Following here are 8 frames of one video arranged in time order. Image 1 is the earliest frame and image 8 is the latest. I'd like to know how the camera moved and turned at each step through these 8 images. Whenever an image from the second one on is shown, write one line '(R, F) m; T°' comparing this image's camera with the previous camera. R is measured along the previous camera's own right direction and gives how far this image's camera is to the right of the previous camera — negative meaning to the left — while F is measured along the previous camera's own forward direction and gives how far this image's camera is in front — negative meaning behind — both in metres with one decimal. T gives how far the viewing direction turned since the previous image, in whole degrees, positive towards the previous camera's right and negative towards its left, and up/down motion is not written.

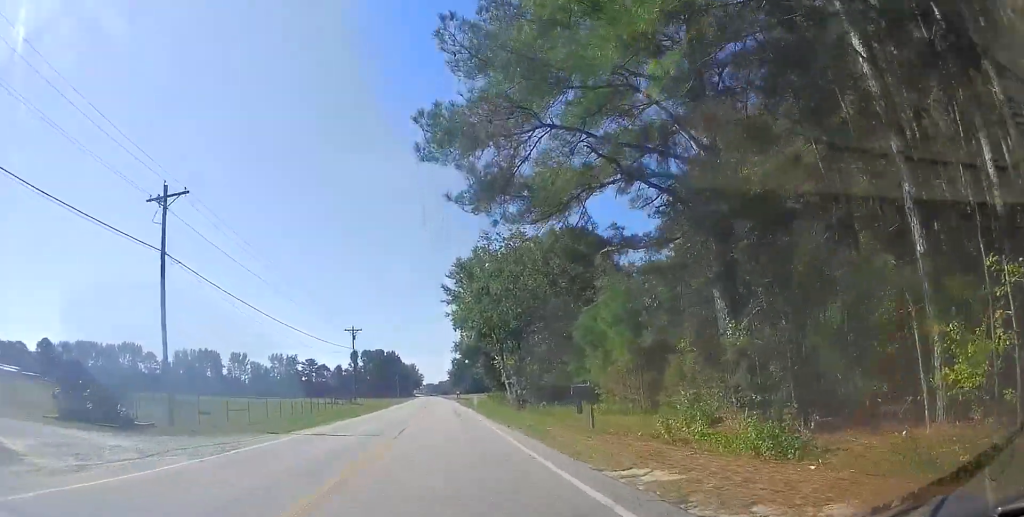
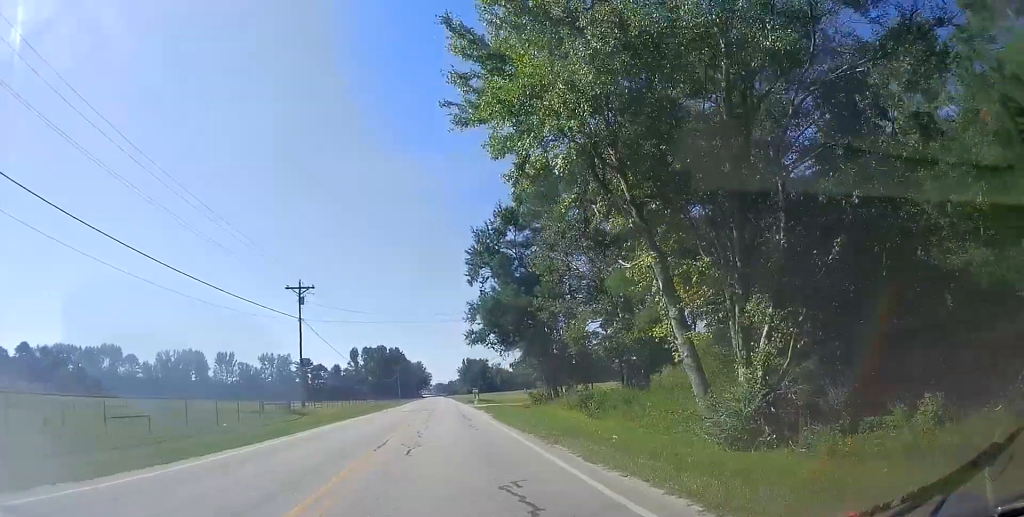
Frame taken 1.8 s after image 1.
(-0.3, +29.3) m; -1°
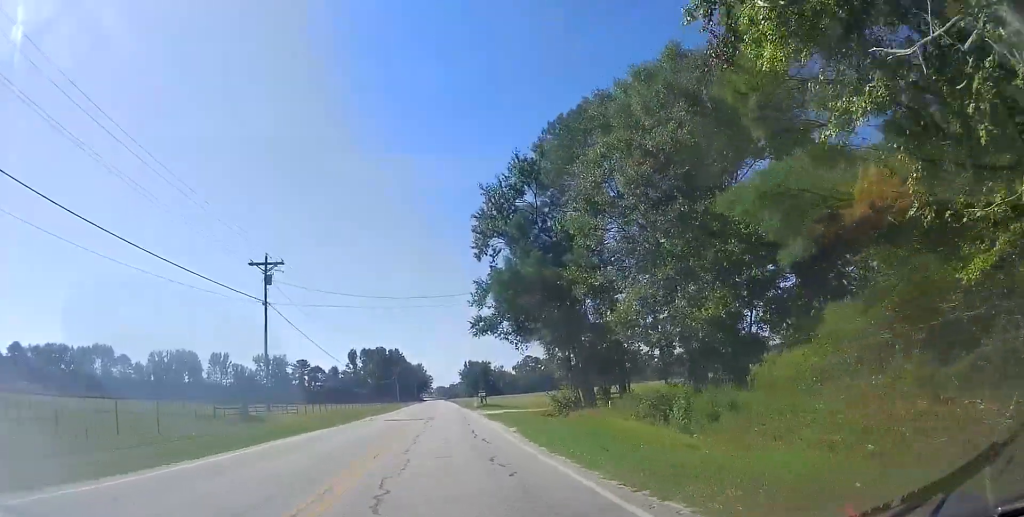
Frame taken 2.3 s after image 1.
(+0.1, +10.1) m; 0°
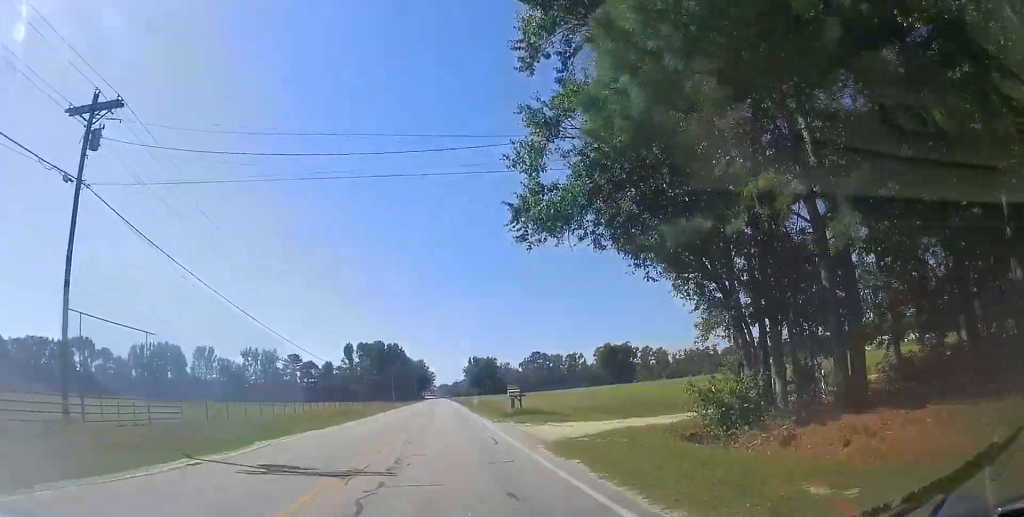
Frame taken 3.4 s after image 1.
(-0.4, +22.3) m; -1°
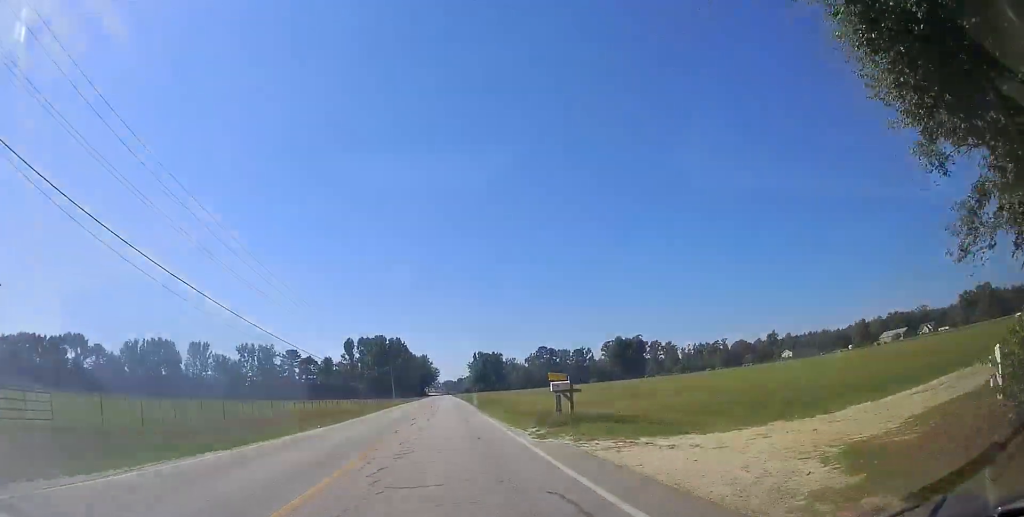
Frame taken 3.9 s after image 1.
(-0.1, +9.5) m; 0°
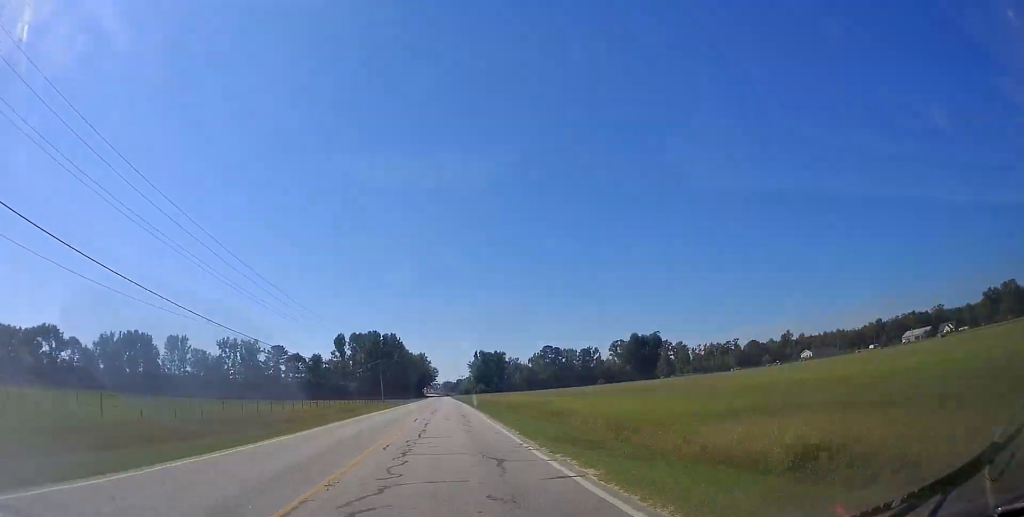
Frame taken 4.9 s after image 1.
(0.0, +19.7) m; +1°
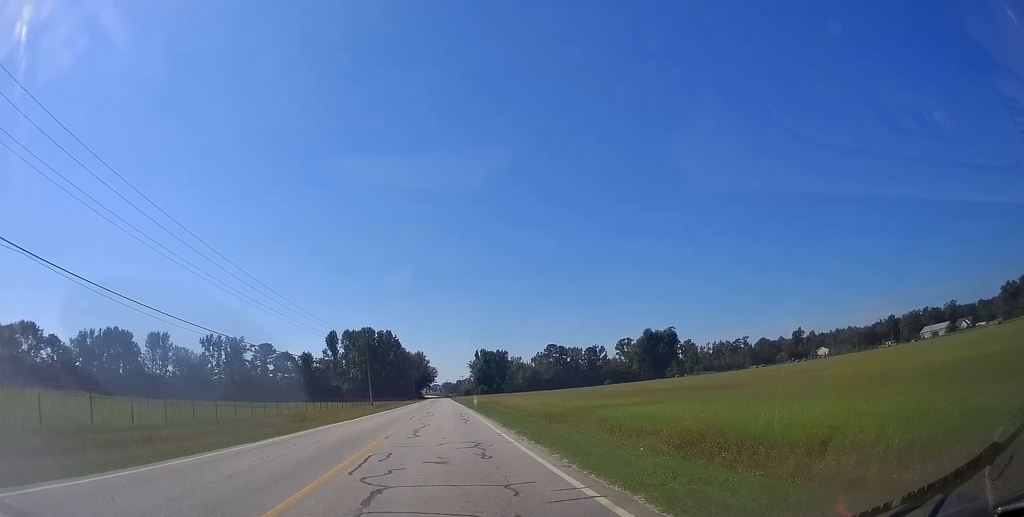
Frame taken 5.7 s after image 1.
(+0.1, +15.8) m; 0°
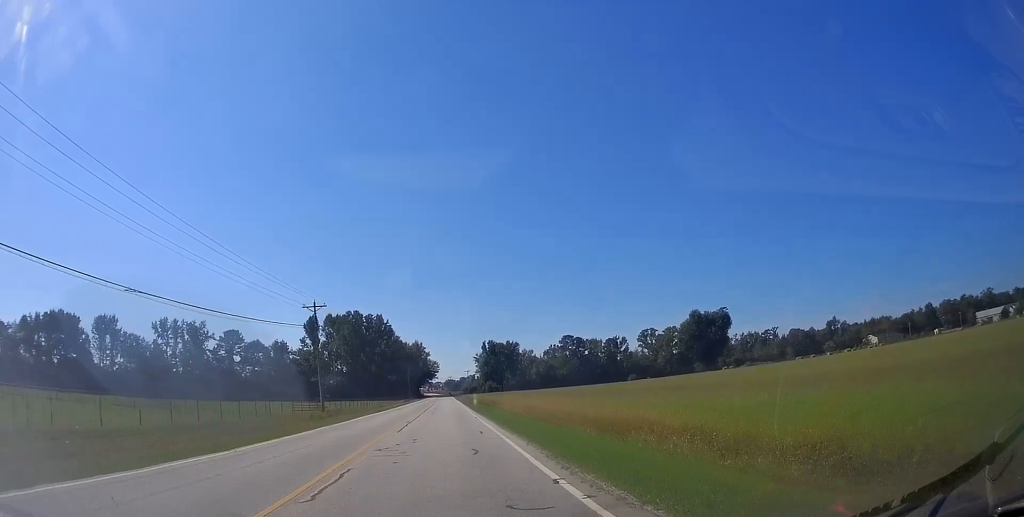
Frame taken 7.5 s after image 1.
(-0.2, +40.9) m; -2°
